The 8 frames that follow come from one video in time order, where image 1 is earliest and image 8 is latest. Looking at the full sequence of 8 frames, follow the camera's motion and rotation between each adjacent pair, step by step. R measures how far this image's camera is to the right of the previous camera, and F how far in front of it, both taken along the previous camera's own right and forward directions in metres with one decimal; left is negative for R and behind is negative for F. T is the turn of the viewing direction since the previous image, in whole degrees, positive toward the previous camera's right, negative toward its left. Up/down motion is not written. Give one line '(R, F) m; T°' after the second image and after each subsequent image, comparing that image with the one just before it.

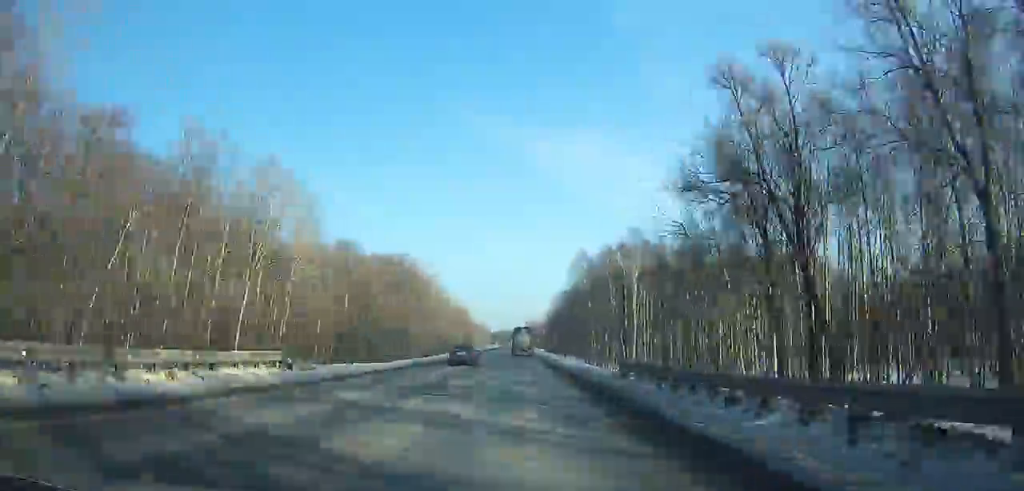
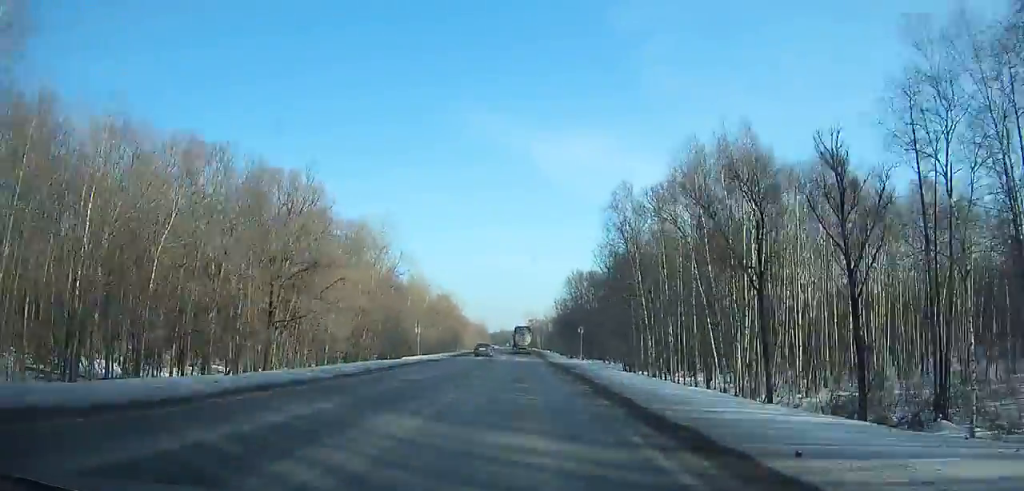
(-0.1, +41.3) m; 0°
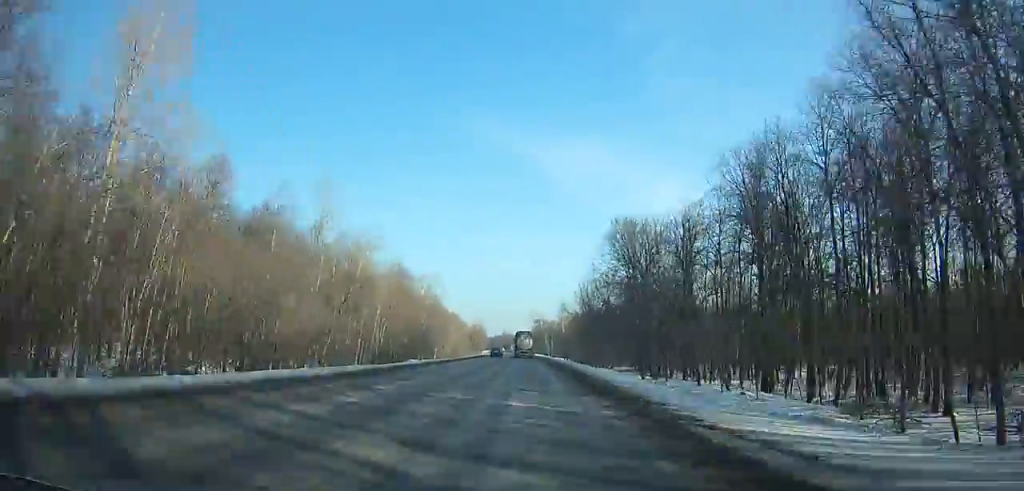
(0.0, +58.6) m; 0°
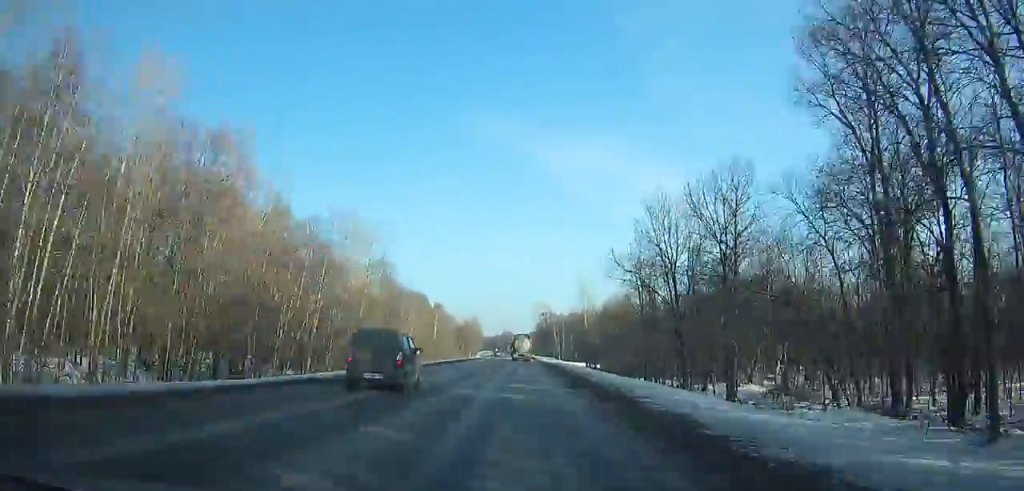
(+0.1, +57.5) m; 0°
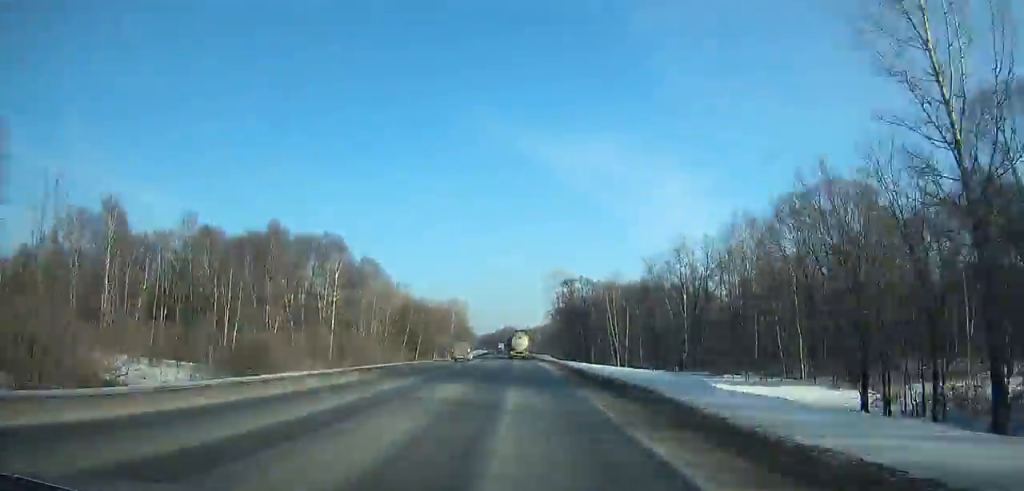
(-0.9, +101.0) m; -1°
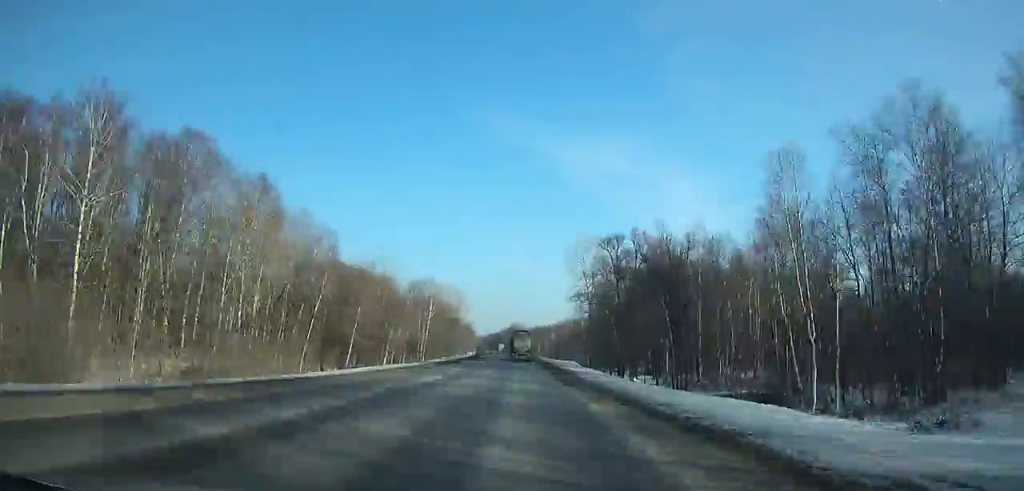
(-0.3, +49.9) m; -1°
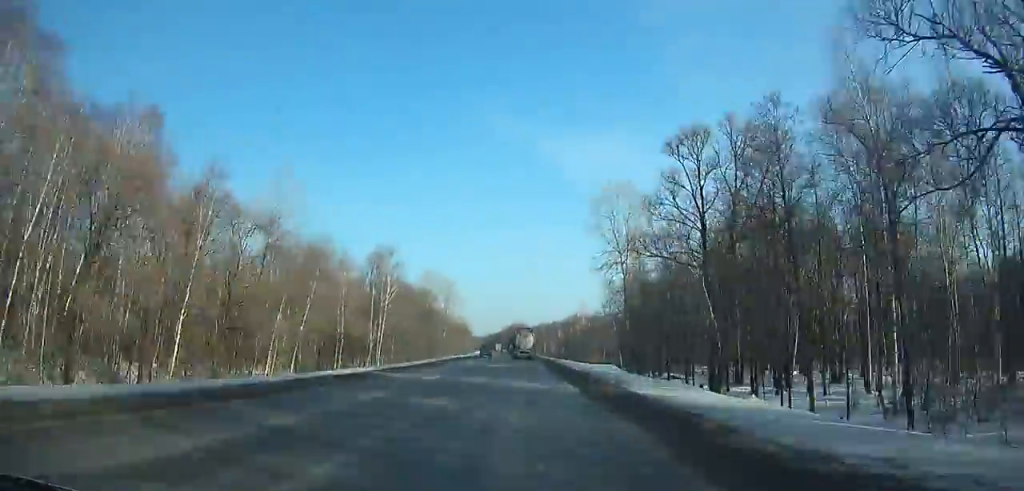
(-0.2, +35.1) m; 0°
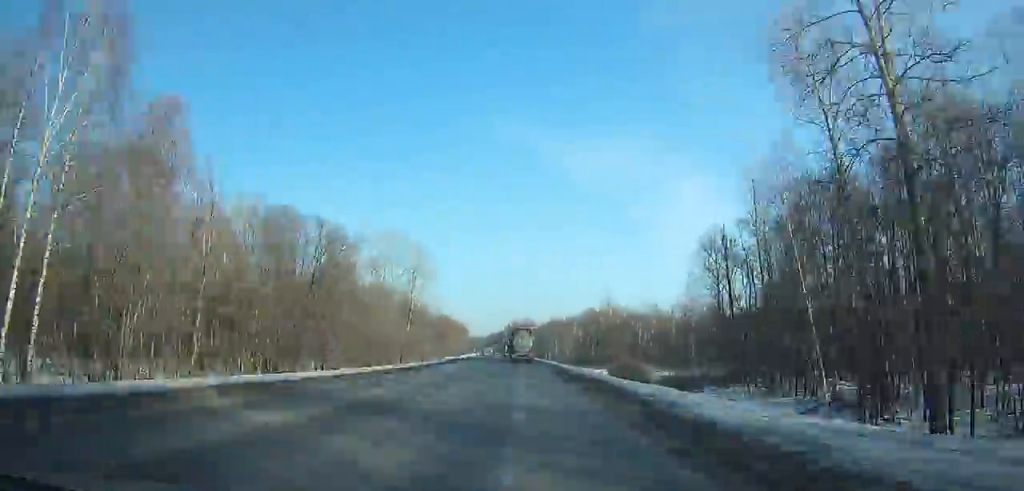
(-0.2, +55.4) m; -1°
